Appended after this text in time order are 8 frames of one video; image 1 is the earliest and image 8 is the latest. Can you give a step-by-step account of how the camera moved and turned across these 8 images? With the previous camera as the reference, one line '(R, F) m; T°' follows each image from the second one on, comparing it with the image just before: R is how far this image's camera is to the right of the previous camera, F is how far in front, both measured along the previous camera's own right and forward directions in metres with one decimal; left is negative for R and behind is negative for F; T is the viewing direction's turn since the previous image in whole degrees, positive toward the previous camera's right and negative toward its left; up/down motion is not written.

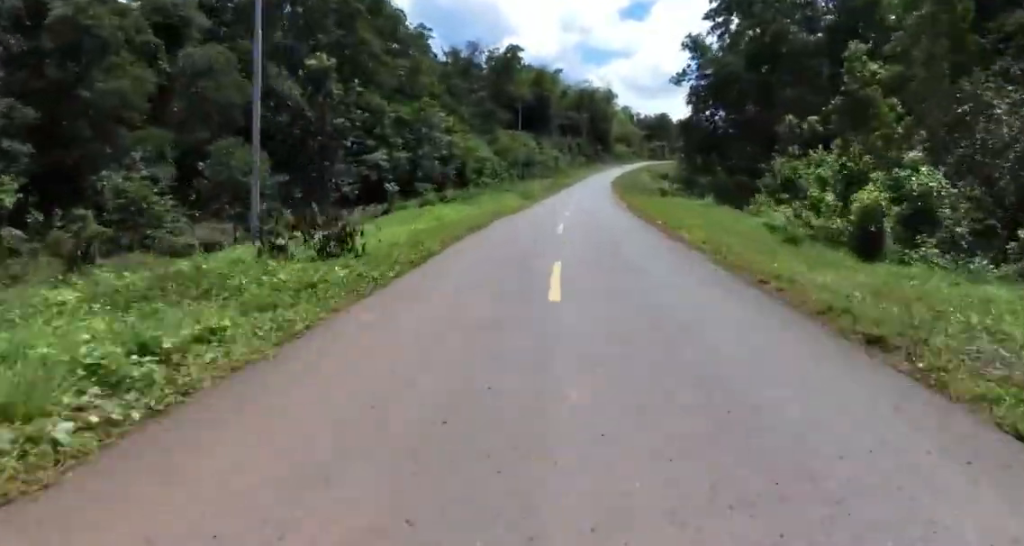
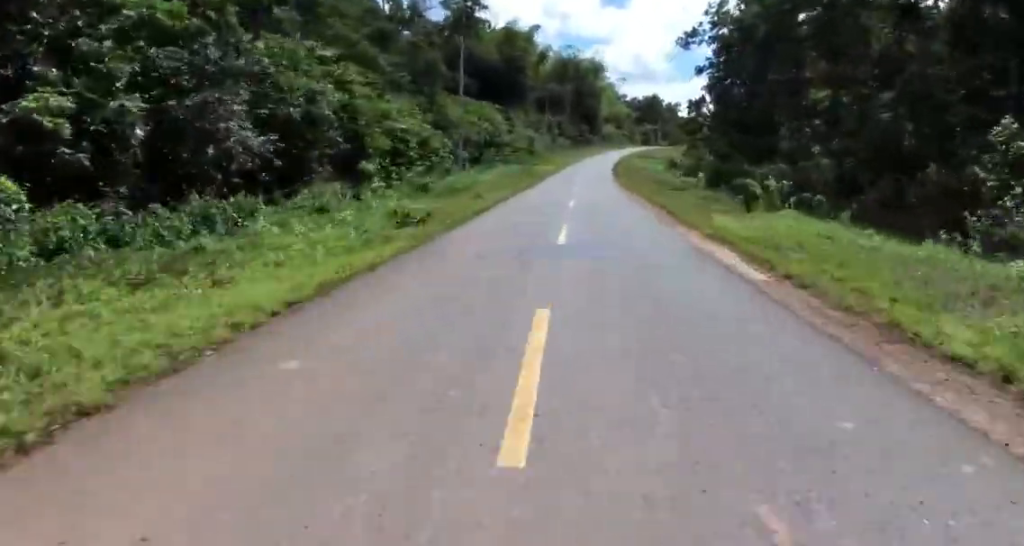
(+1.5, +29.5) m; +1°
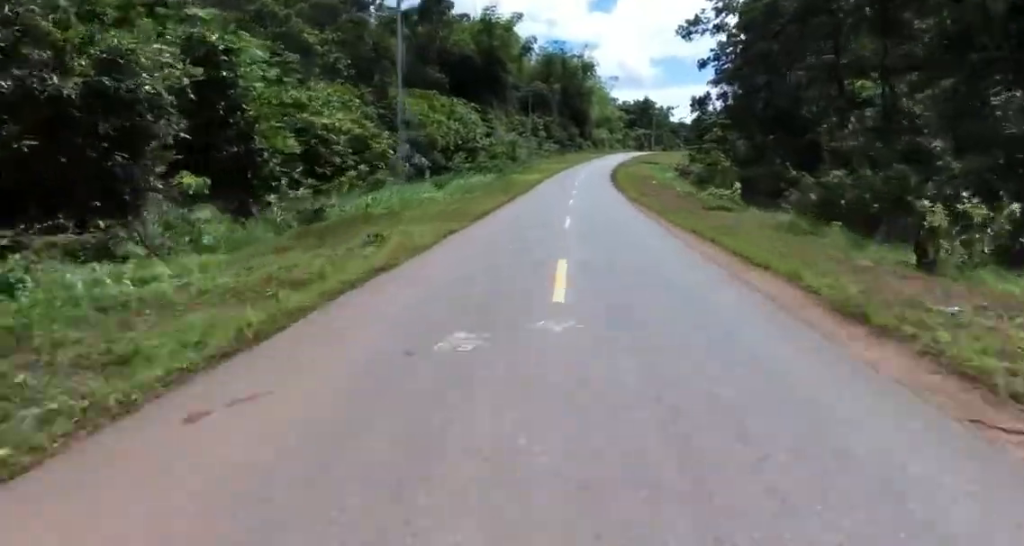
(-0.2, +12.8) m; 0°
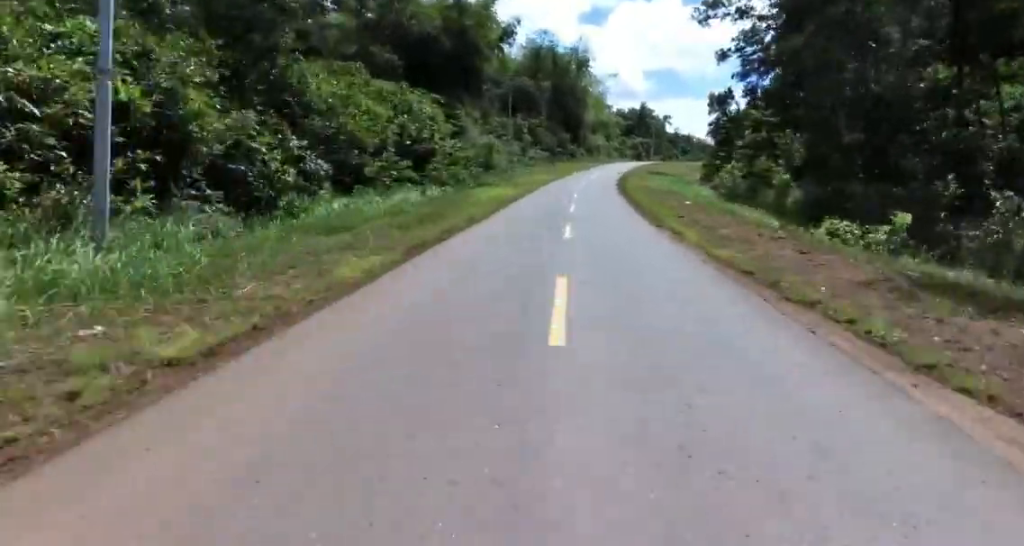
(-1.2, +19.3) m; -1°
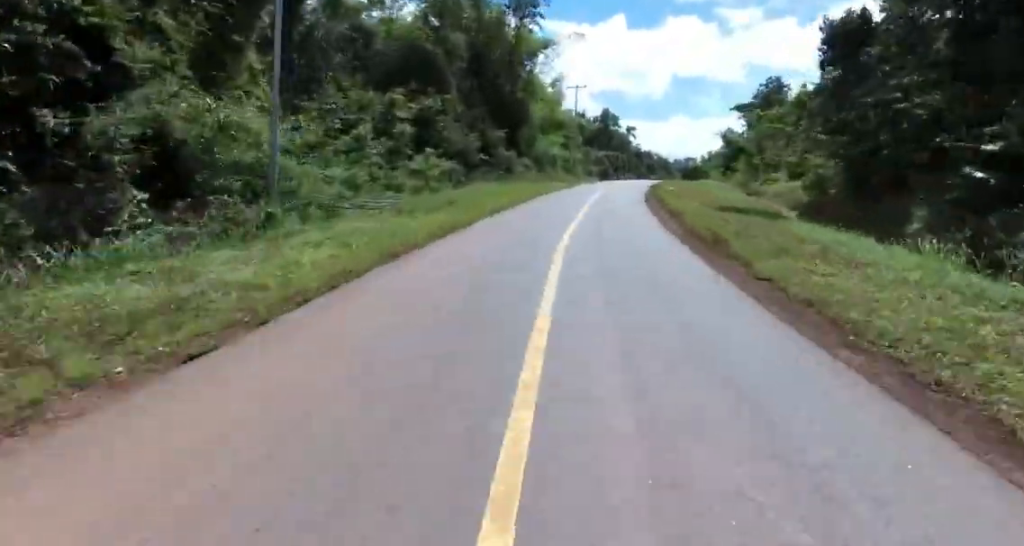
(+6.4, +49.9) m; +6°
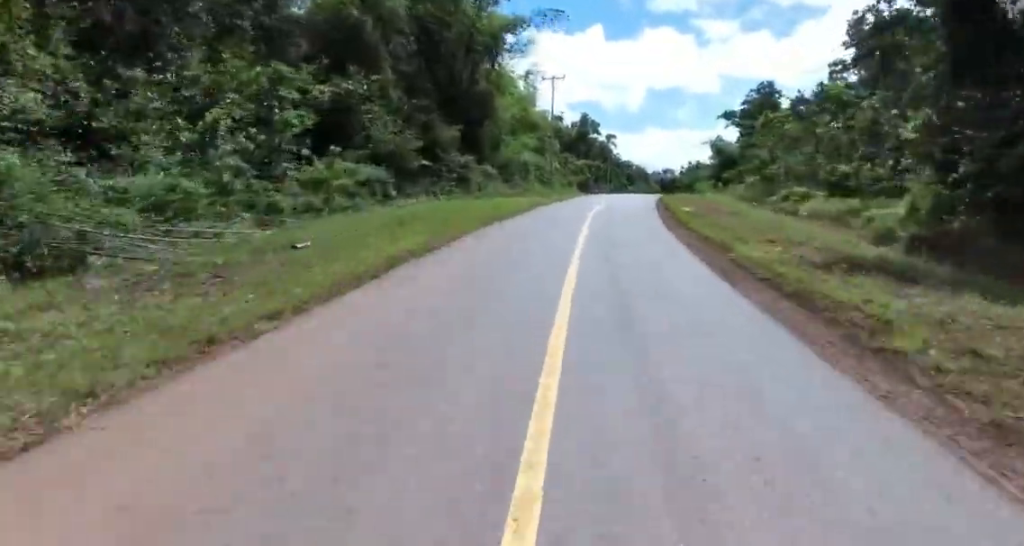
(-0.3, +11.1) m; 0°
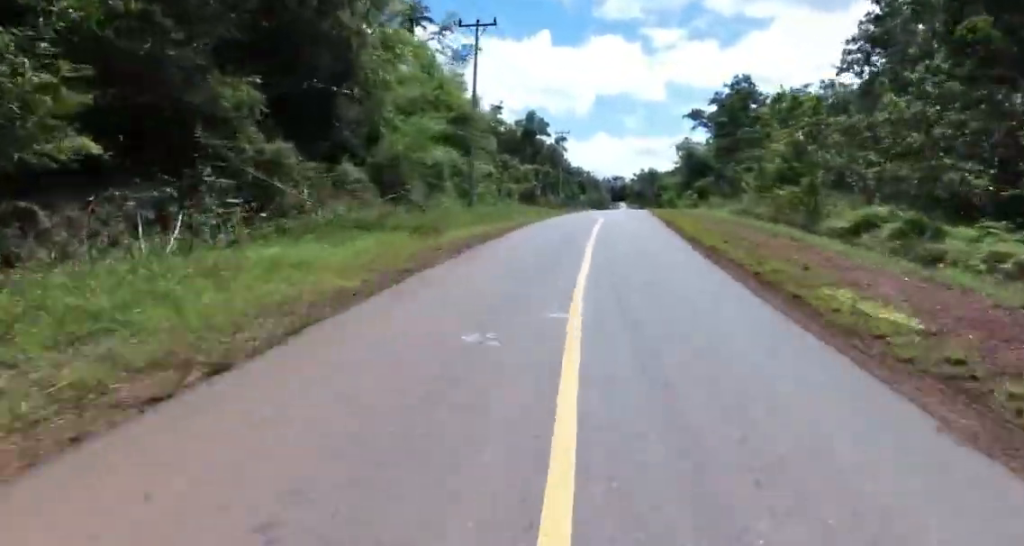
(-2.3, +15.2) m; +4°
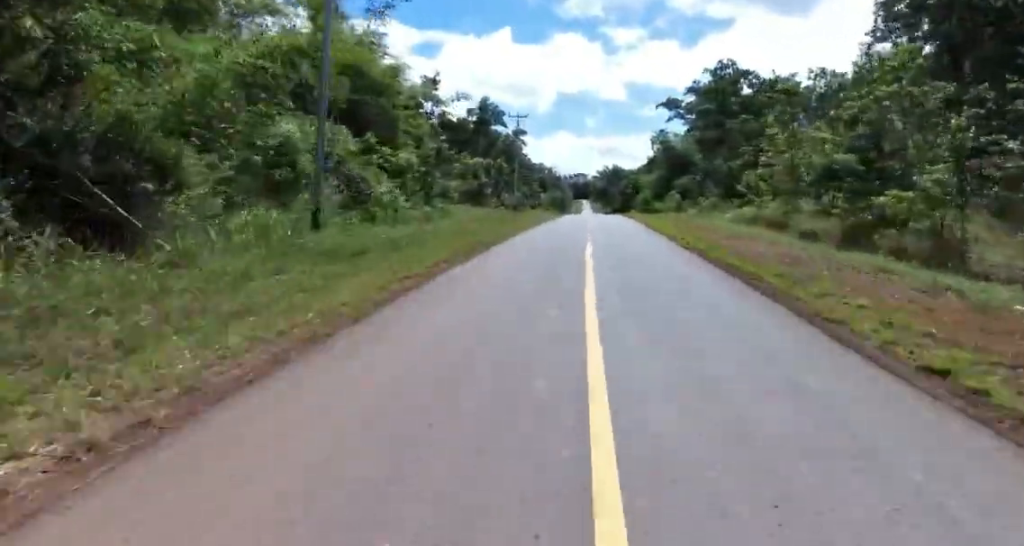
(+3.1, +17.2) m; +7°
